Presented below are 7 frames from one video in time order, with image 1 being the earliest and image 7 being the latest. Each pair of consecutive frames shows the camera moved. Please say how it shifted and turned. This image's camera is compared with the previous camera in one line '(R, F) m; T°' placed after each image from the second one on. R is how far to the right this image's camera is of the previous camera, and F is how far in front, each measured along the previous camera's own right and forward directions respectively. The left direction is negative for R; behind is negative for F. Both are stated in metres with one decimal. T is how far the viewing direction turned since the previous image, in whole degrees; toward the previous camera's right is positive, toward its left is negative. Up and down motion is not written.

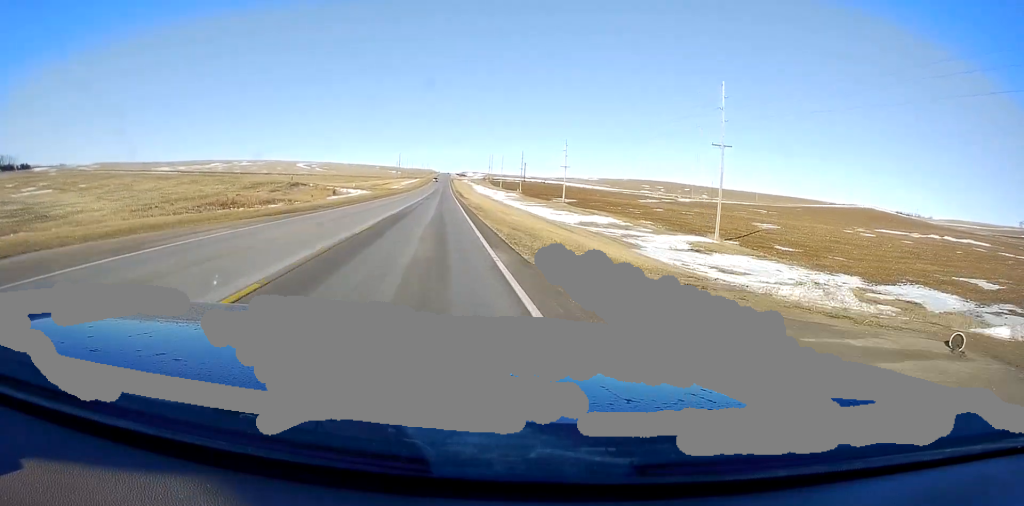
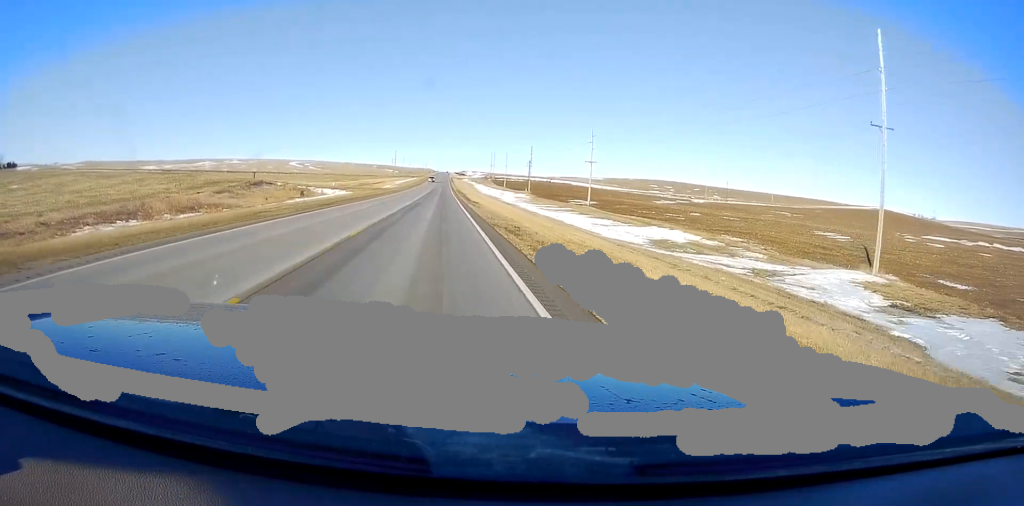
(-0.1, +25.6) m; 0°
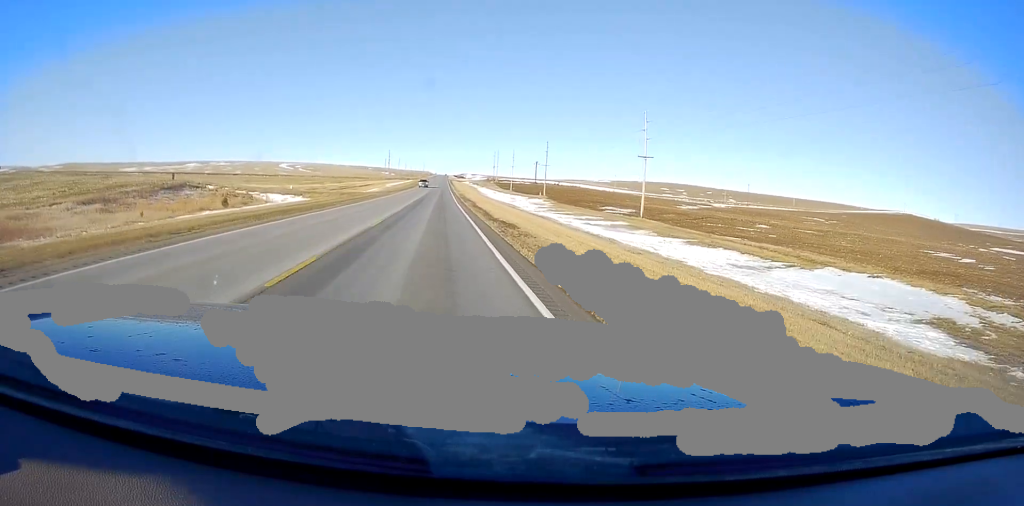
(0.0, +32.5) m; +1°
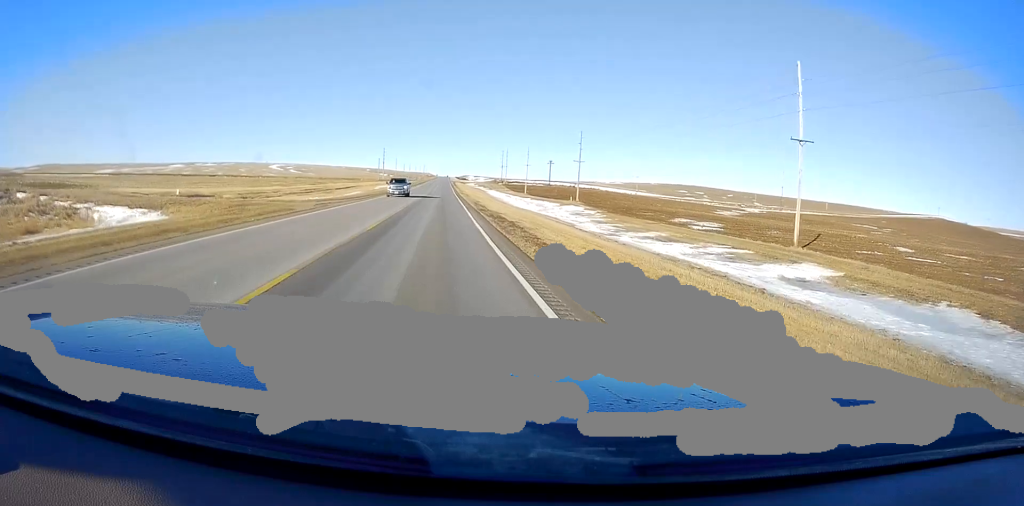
(+0.6, +39.0) m; 0°
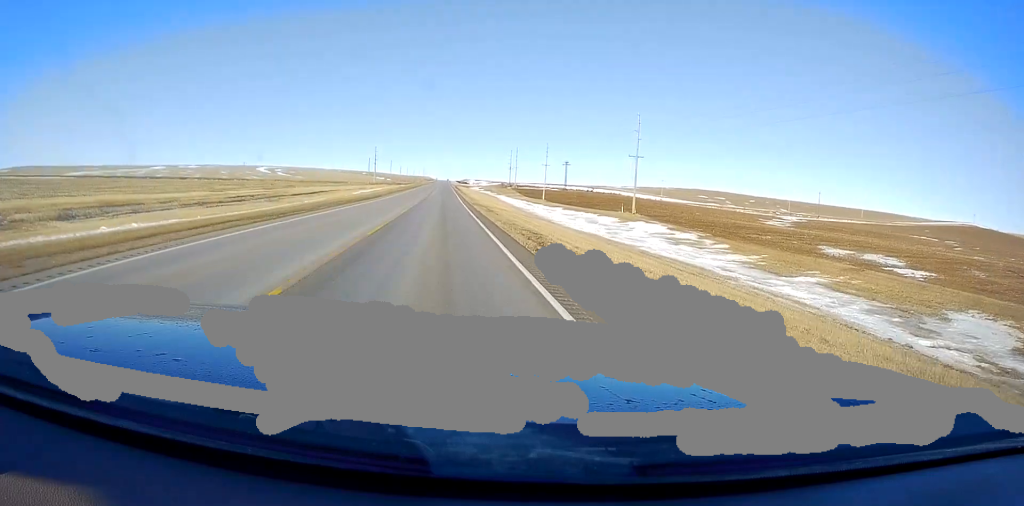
(-0.6, +37.9) m; -1°
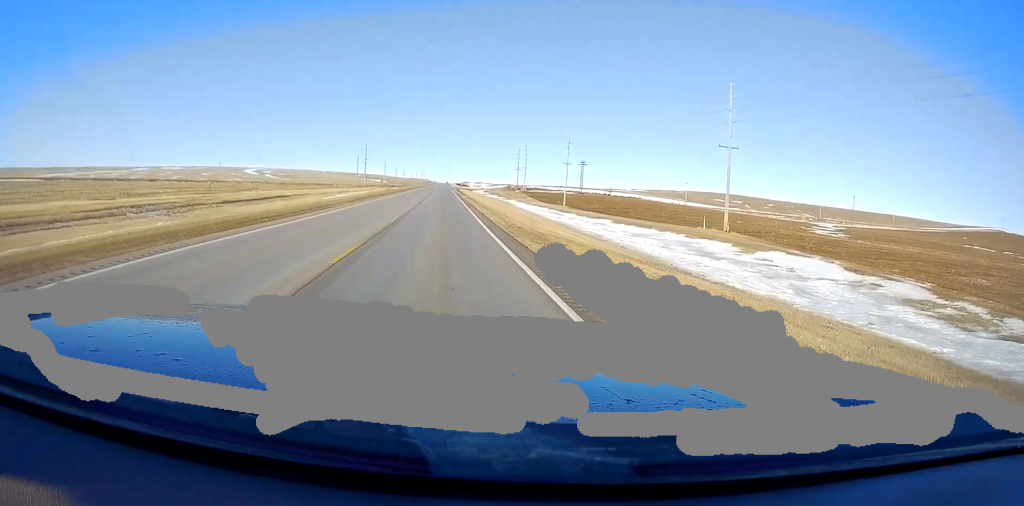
(+0.1, +30.8) m; +1°
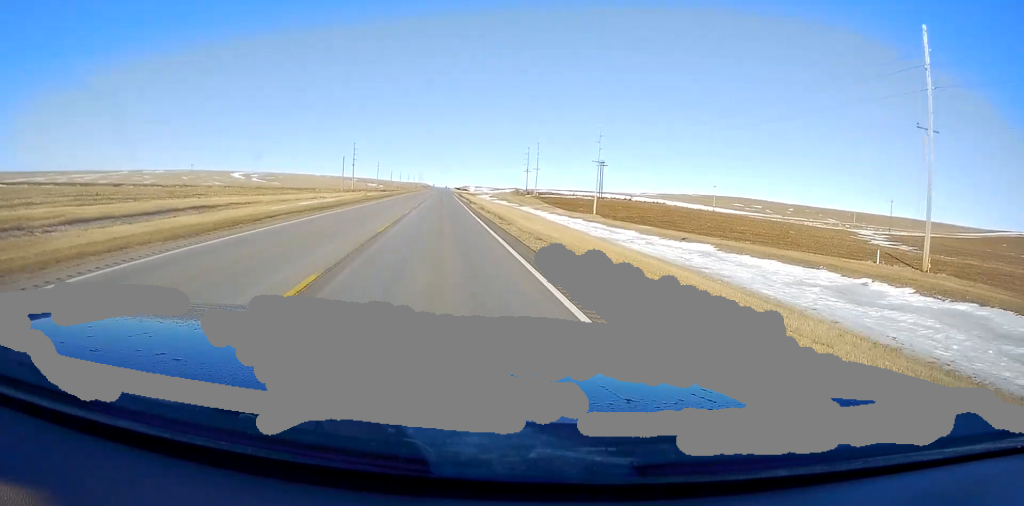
(+0.3, +29.1) m; 0°
